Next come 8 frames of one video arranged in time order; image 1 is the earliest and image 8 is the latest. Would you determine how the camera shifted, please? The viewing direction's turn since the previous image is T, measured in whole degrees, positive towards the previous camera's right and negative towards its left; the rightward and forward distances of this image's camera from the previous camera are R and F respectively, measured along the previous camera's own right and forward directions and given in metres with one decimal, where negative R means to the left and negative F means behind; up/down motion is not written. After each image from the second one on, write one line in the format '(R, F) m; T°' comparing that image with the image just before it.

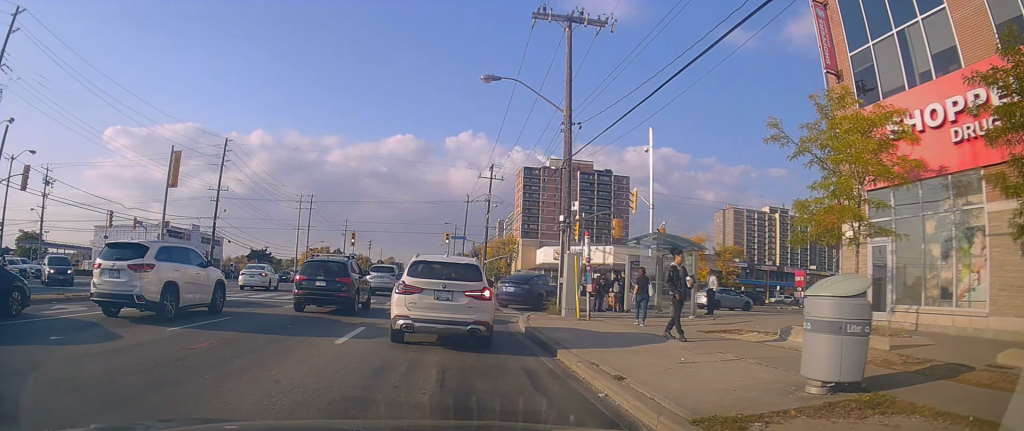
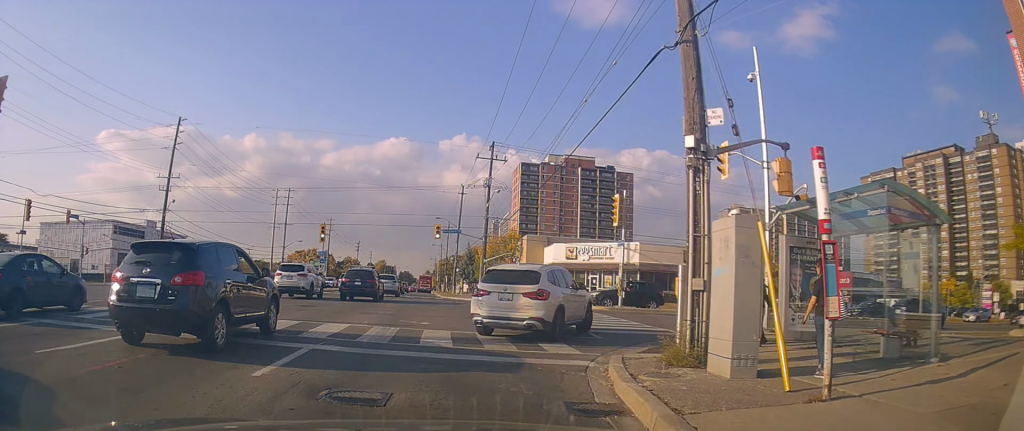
(-0.3, +12.0) m; +3°
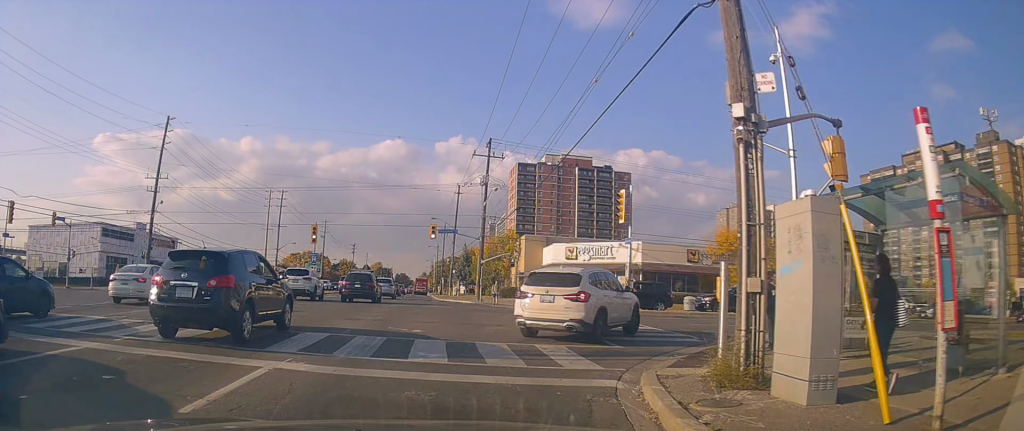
(+0.2, +1.8) m; +1°
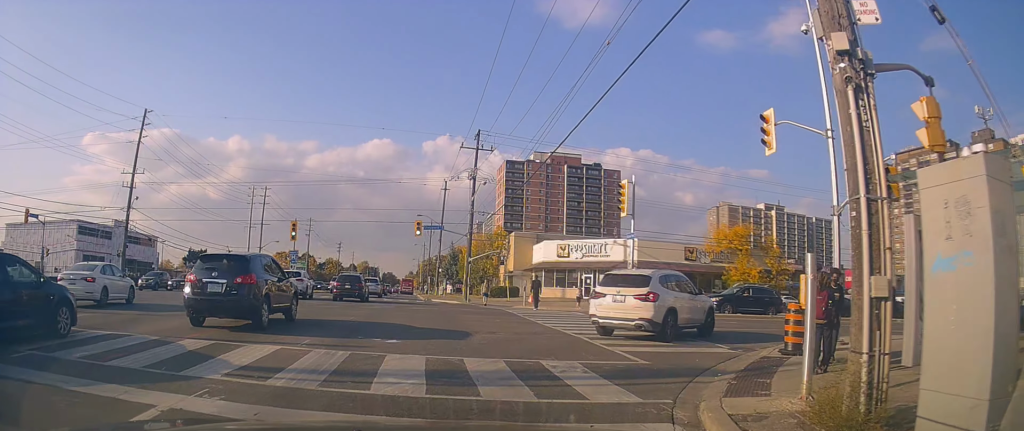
(+0.1, +2.5) m; +2°
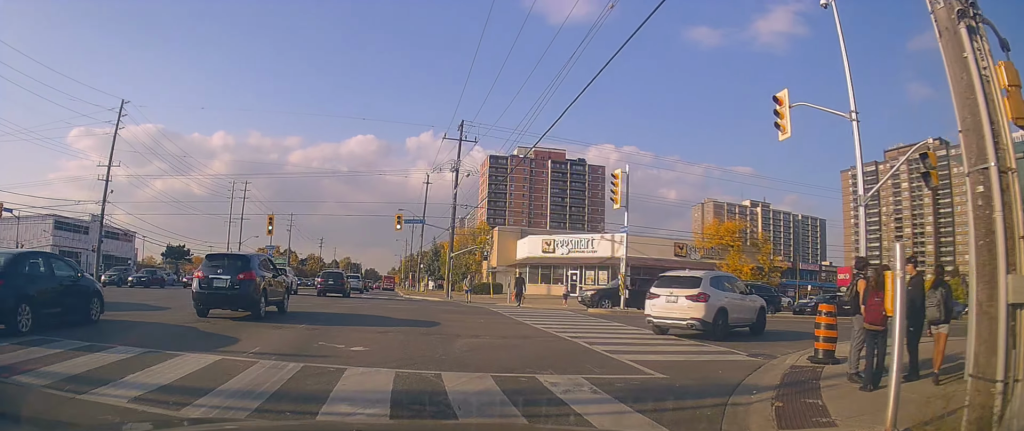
(-0.2, +1.7) m; +2°
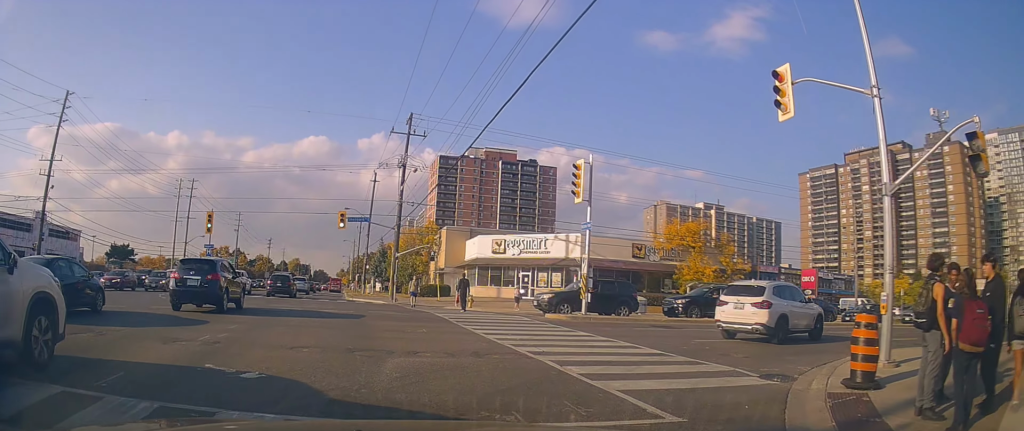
(0.0, +2.7) m; +9°
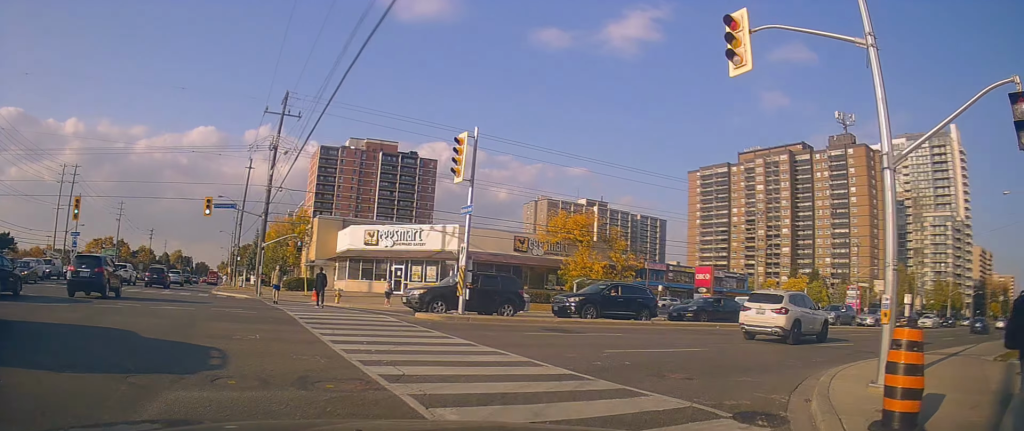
(+0.3, +3.4) m; +22°
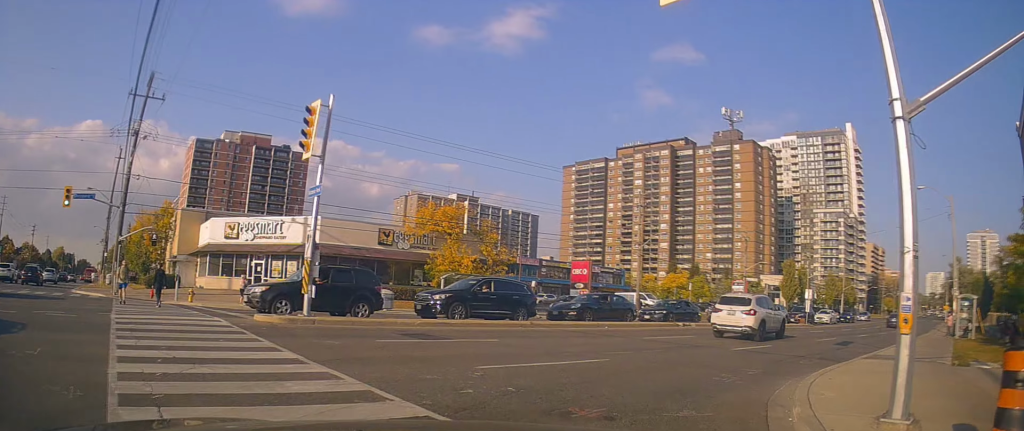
(+0.8, +2.8) m; +13°
